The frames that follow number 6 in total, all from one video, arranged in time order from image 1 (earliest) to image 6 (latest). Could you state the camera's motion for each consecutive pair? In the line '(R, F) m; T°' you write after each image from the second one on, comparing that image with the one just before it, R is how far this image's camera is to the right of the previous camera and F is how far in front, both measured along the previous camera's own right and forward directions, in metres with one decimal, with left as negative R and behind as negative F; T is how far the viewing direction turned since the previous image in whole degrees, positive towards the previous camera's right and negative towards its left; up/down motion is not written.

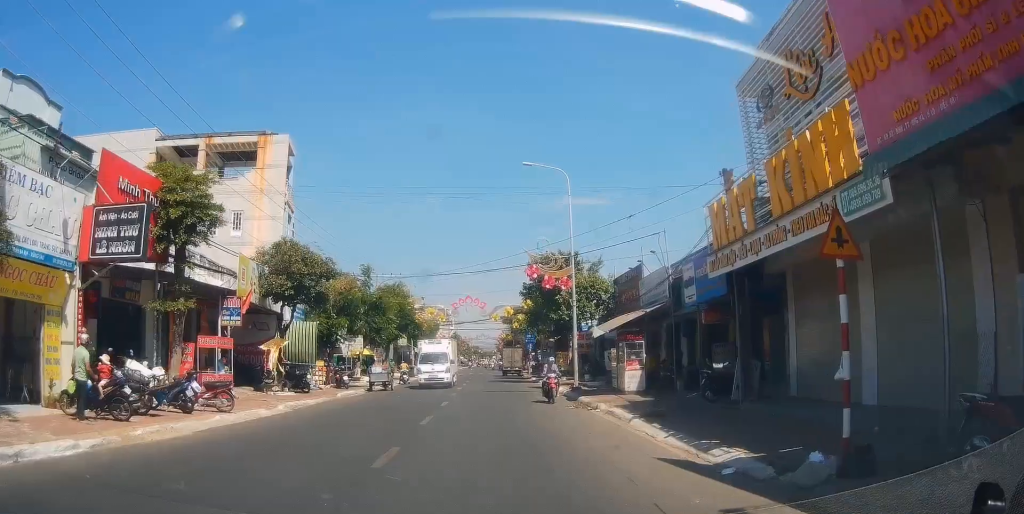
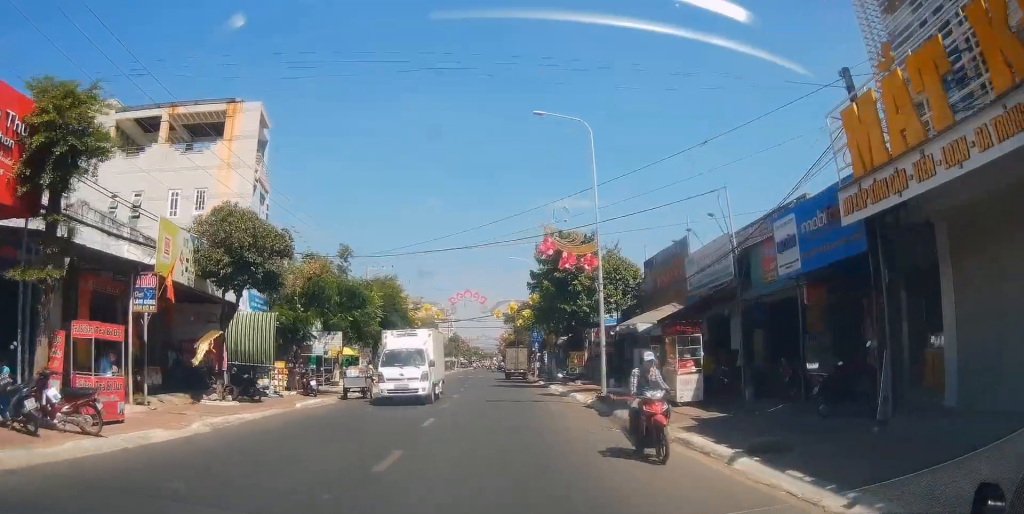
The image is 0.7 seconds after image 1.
(+0.1, +6.4) m; 0°
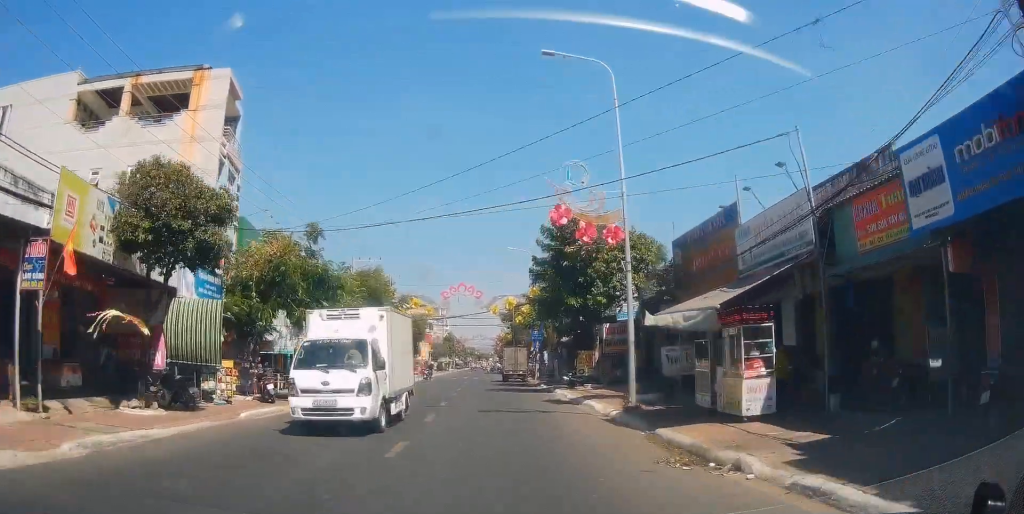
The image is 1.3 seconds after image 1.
(0.0, +4.9) m; -3°
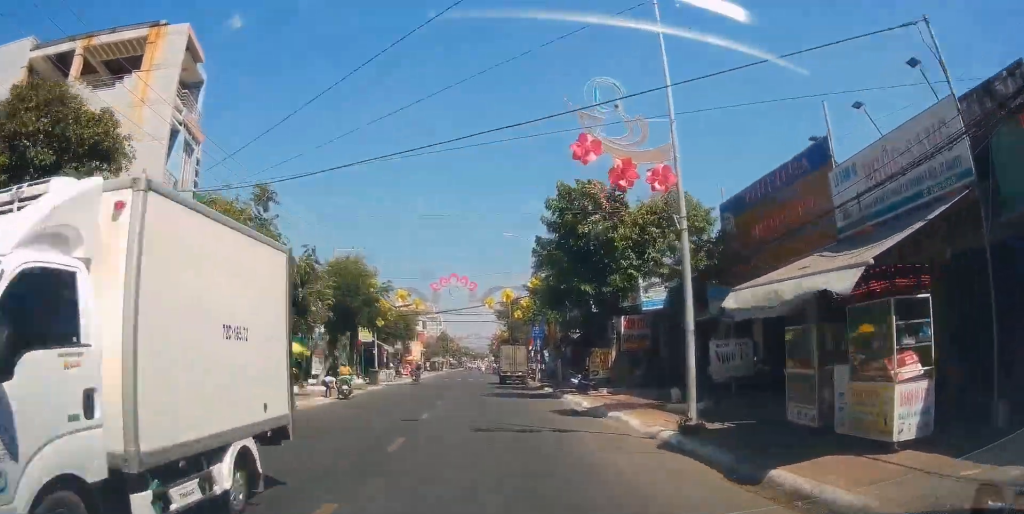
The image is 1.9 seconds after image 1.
(-0.1, +5.5) m; -2°
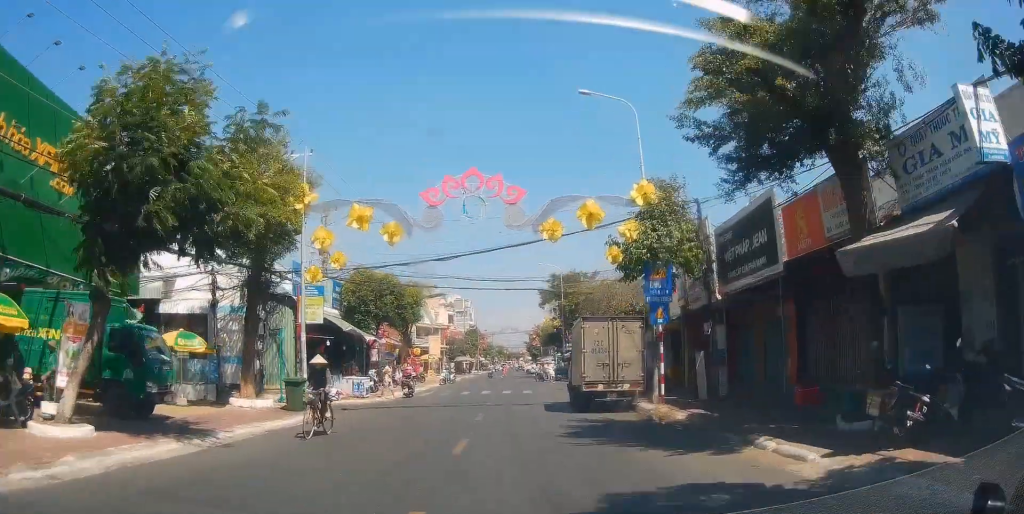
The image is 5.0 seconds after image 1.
(-0.1, +25.1) m; +1°
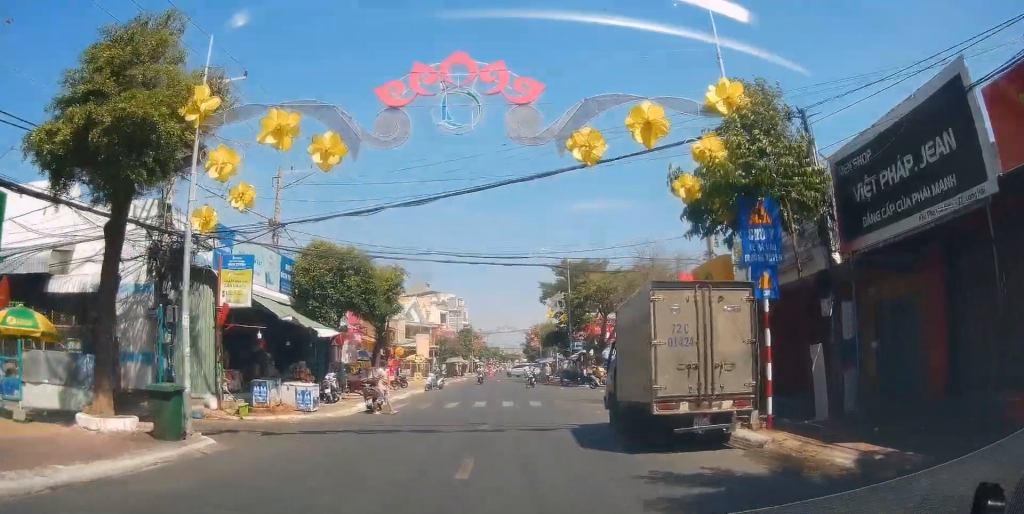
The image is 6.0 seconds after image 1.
(+0.4, +8.2) m; +3°
